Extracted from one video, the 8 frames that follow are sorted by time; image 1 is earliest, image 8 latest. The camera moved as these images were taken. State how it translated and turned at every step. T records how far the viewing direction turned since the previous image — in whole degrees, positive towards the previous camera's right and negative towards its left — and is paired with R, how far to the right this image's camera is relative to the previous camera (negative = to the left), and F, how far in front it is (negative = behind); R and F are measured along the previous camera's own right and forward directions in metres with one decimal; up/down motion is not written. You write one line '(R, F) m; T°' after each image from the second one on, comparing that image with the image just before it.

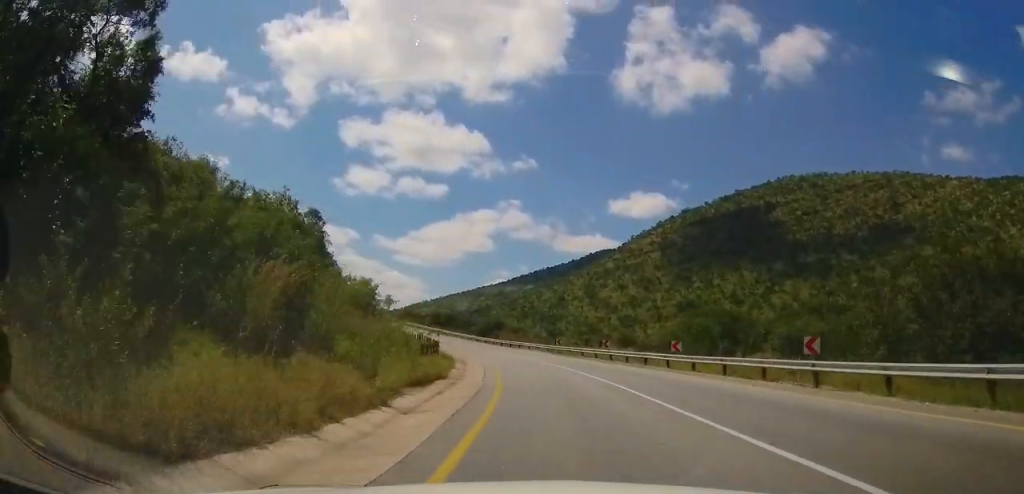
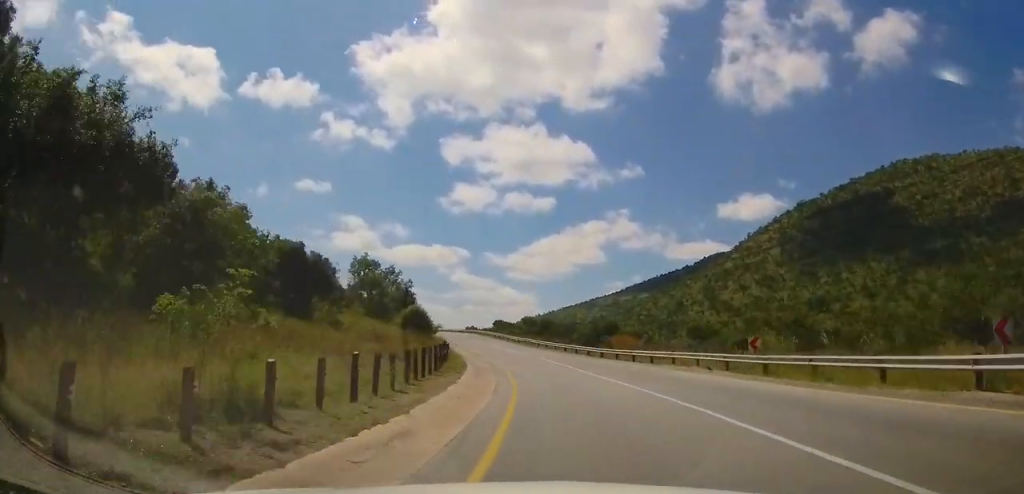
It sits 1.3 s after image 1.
(-5.6, +36.4) m; -12°
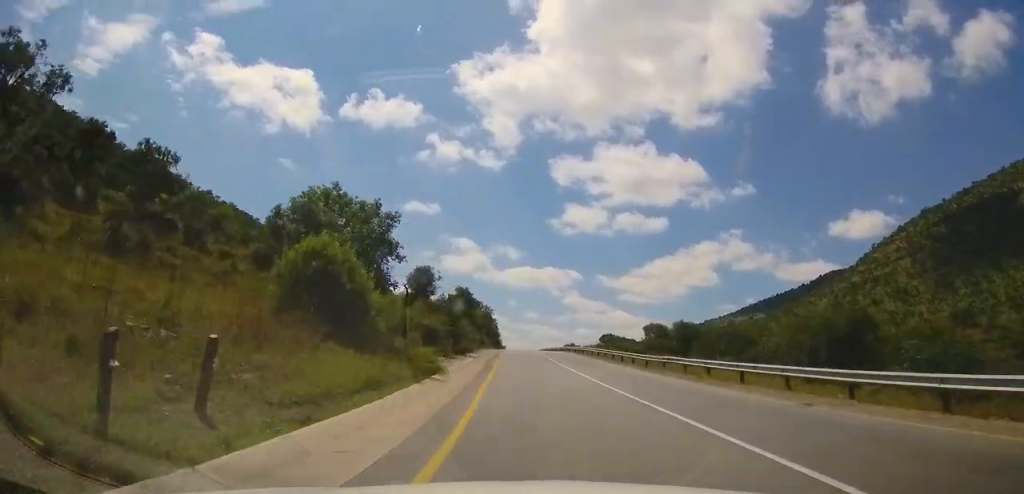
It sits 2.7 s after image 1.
(-1.9, +45.1) m; -6°
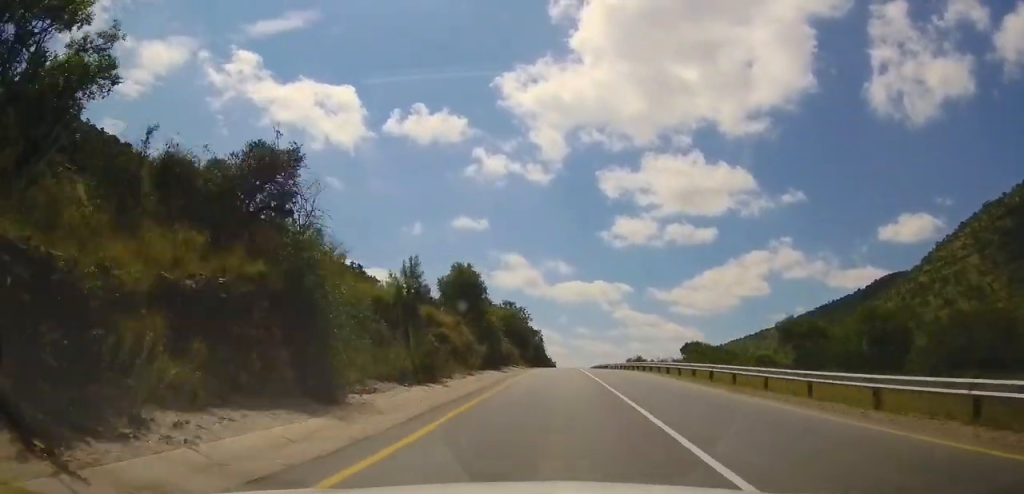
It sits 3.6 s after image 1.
(-2.1, +32.1) m; -6°
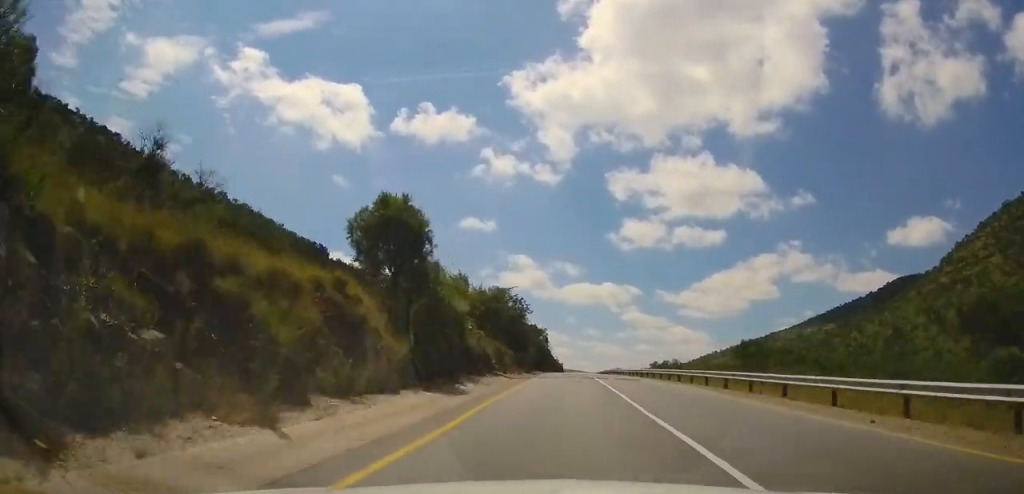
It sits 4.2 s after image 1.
(-0.8, +20.7) m; -2°
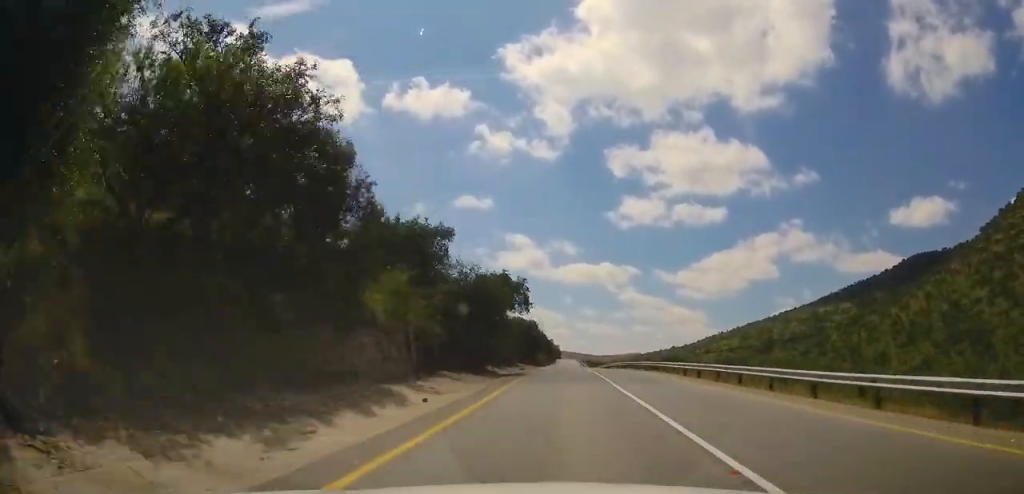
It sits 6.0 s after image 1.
(-1.3, +68.4) m; -1°
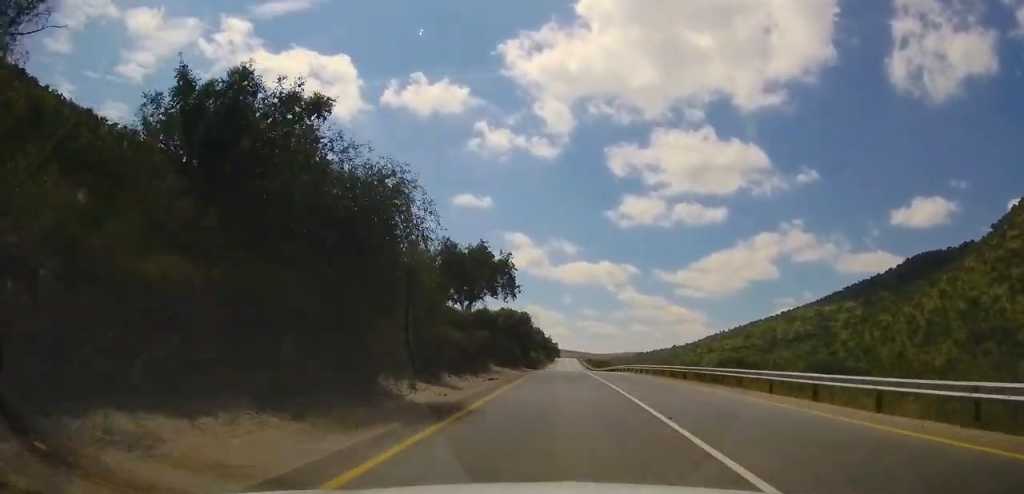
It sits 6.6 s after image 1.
(+0.2, +19.6) m; 0°
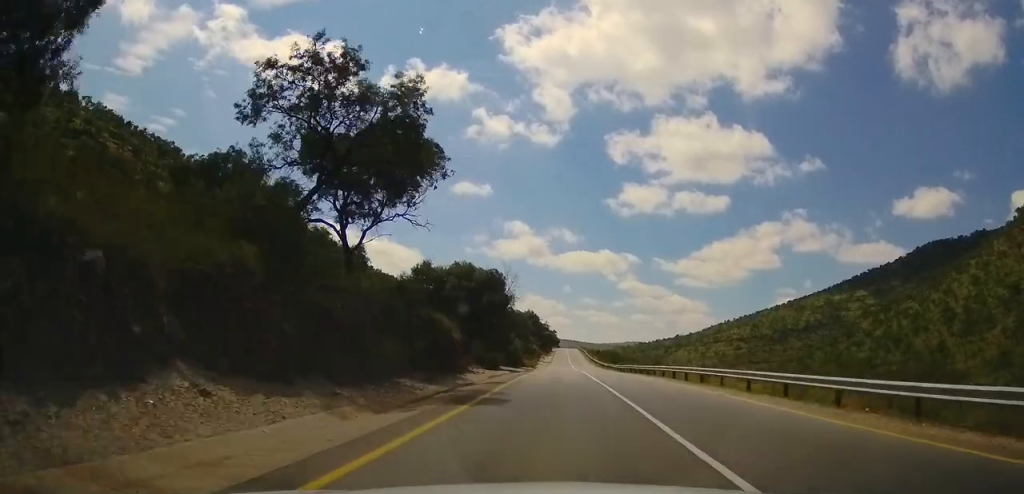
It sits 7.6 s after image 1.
(-0.5, +36.8) m; 0°
